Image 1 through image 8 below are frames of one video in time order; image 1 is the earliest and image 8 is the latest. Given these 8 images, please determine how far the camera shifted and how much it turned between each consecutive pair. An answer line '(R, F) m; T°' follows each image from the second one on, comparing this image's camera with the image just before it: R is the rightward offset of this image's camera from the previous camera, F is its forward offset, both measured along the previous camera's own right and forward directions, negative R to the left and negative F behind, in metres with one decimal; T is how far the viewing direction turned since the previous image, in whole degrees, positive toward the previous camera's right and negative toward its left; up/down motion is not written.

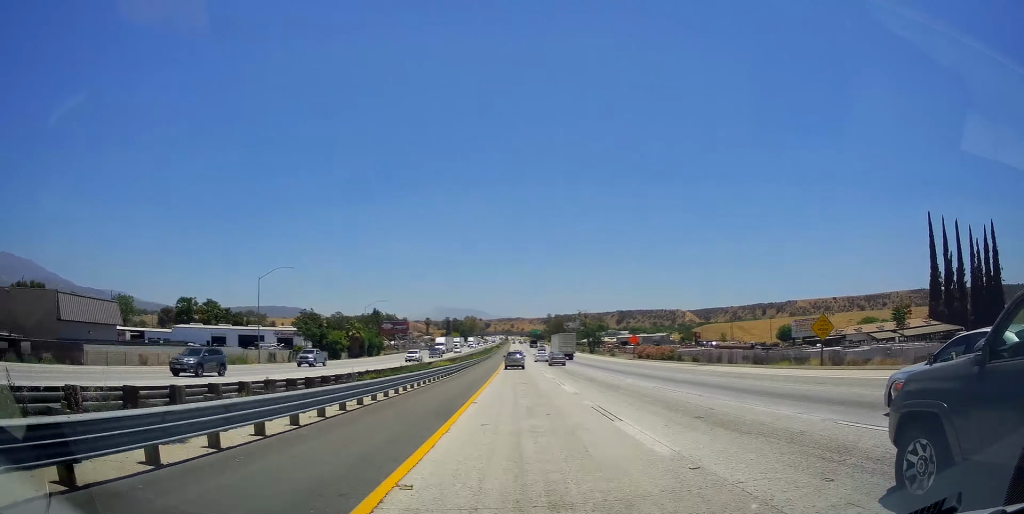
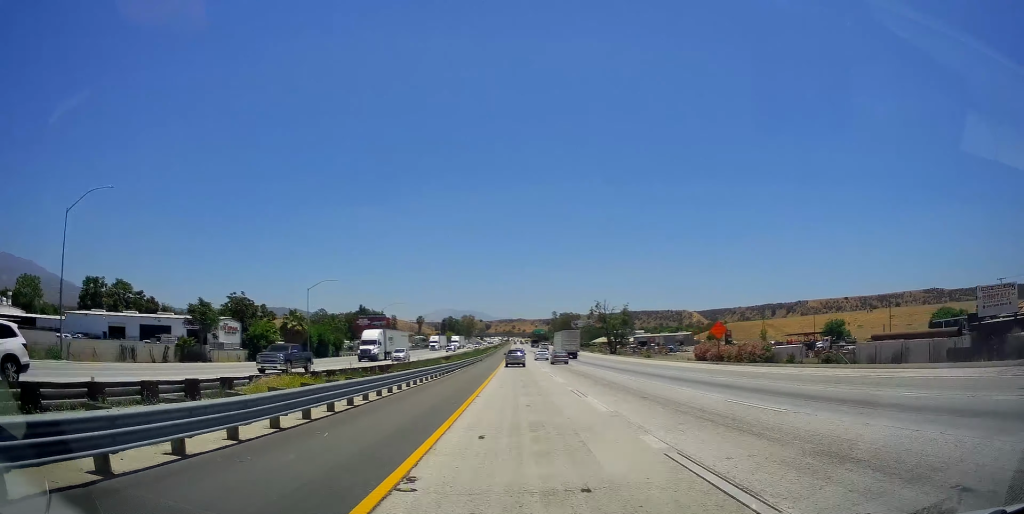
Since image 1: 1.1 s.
(-0.1, +36.1) m; 0°
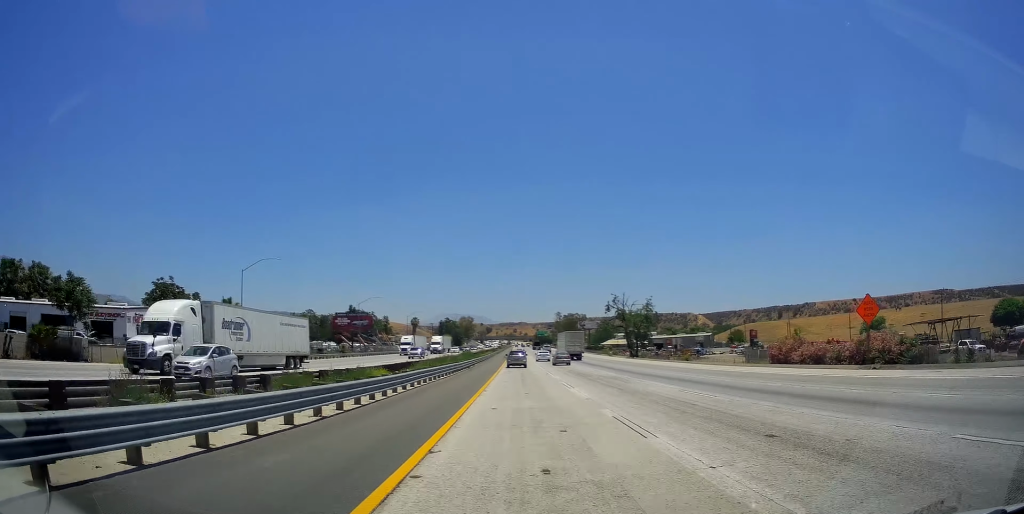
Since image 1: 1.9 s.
(0.0, +24.0) m; 0°
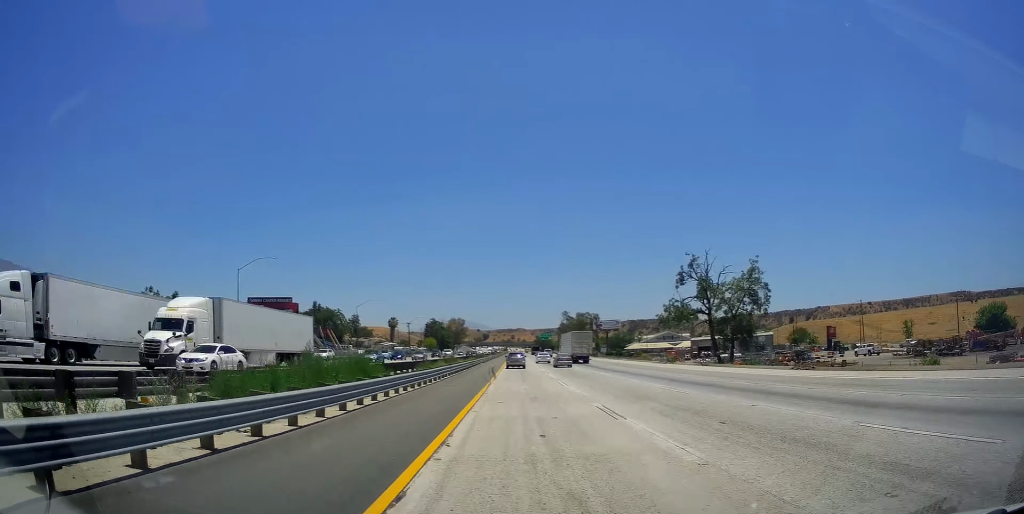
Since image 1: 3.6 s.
(-0.1, +56.9) m; 0°
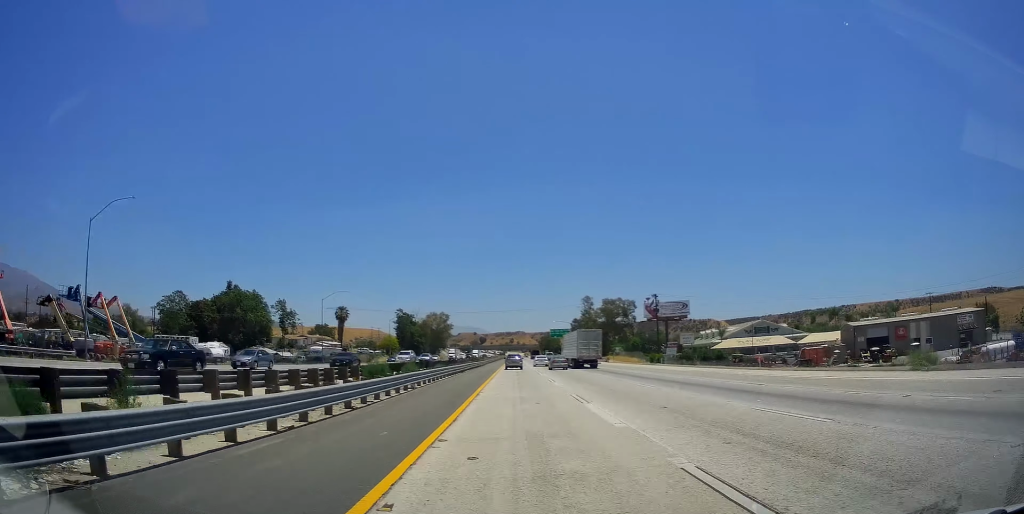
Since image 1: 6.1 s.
(0.0, +81.7) m; 0°
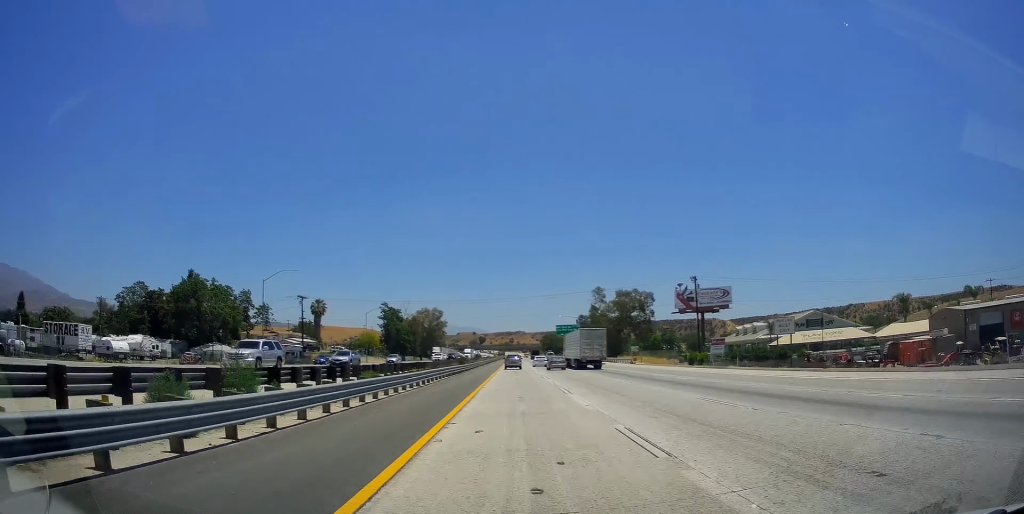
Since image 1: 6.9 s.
(0.0, +24.7) m; 0°
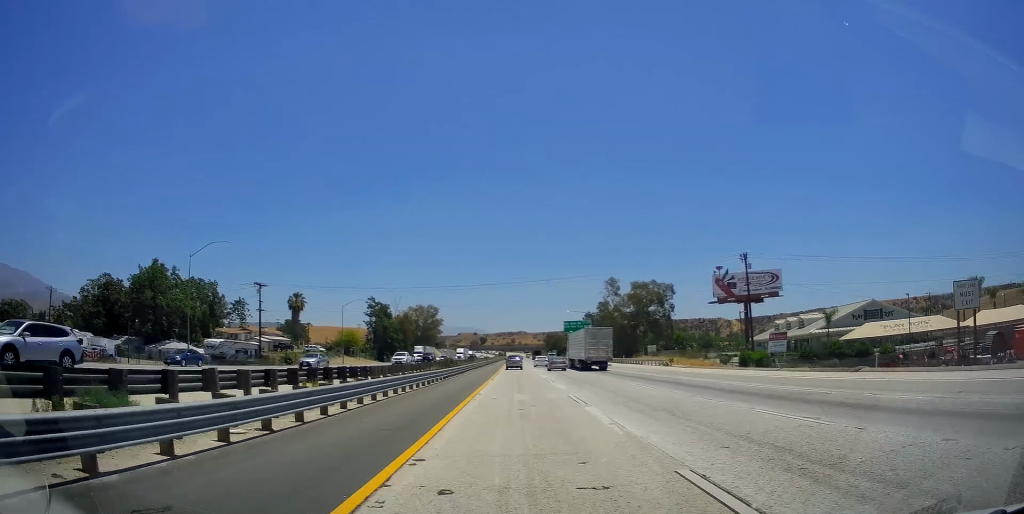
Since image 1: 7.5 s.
(+0.1, +18.4) m; 0°
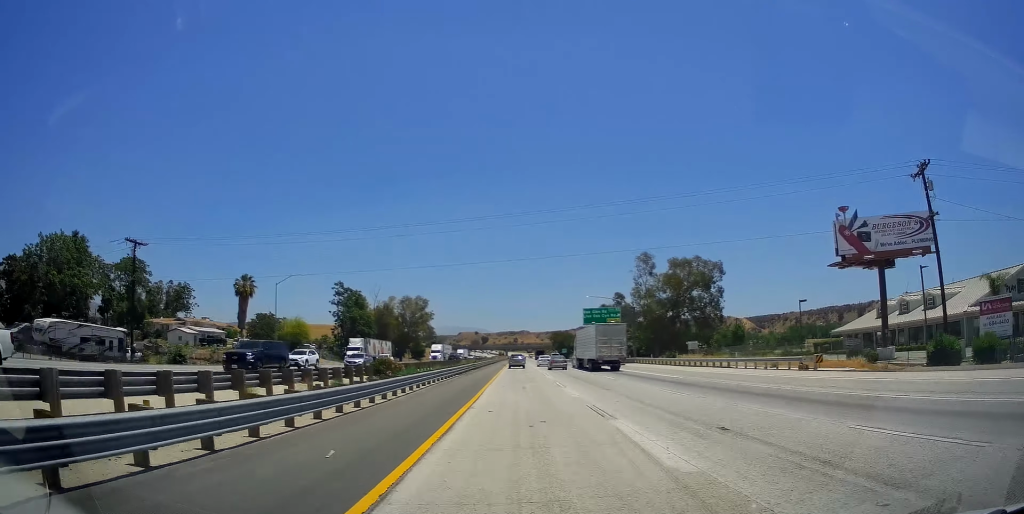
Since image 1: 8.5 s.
(0.0, +34.4) m; 0°
